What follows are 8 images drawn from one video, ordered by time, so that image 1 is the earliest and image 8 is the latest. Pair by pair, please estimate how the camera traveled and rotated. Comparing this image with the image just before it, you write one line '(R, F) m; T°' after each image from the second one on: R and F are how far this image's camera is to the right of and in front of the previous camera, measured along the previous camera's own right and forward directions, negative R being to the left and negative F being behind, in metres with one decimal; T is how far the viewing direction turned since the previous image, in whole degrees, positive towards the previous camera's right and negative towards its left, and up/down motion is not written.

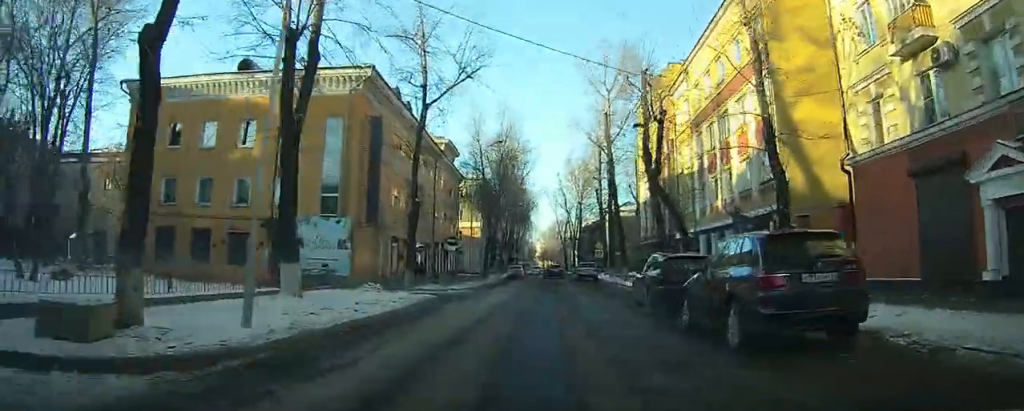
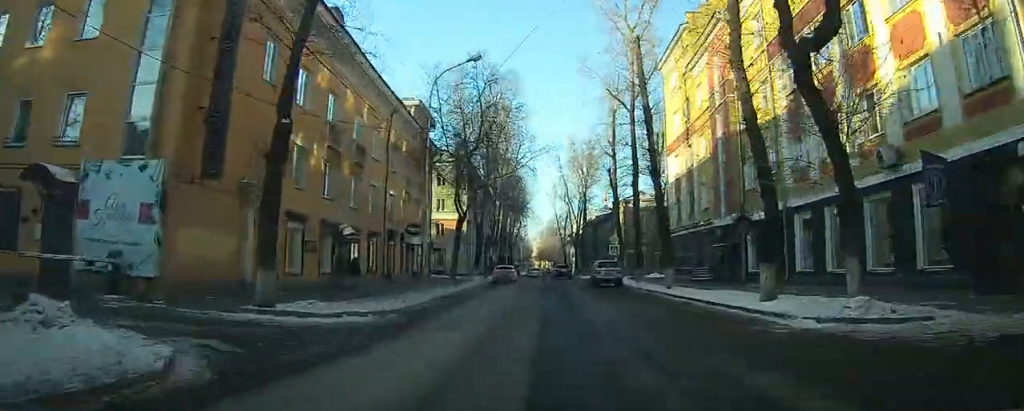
(+0.4, +14.1) m; -5°
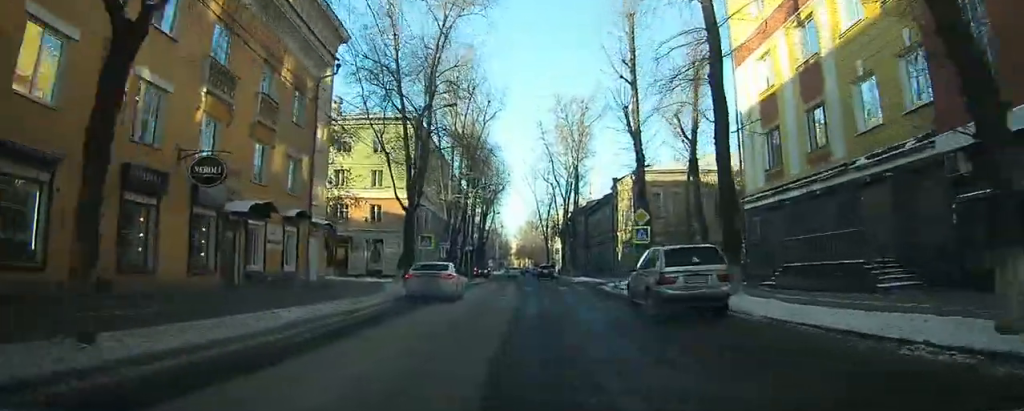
(+1.2, +17.4) m; +14°
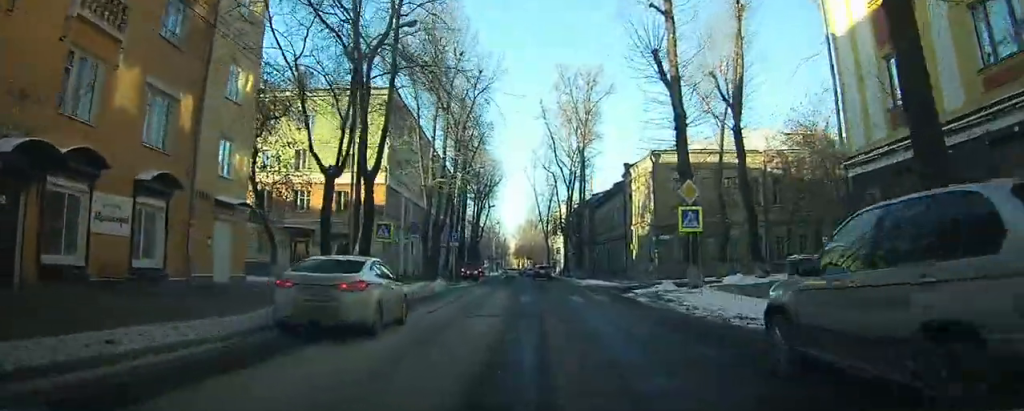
(+0.5, +11.0) m; 0°
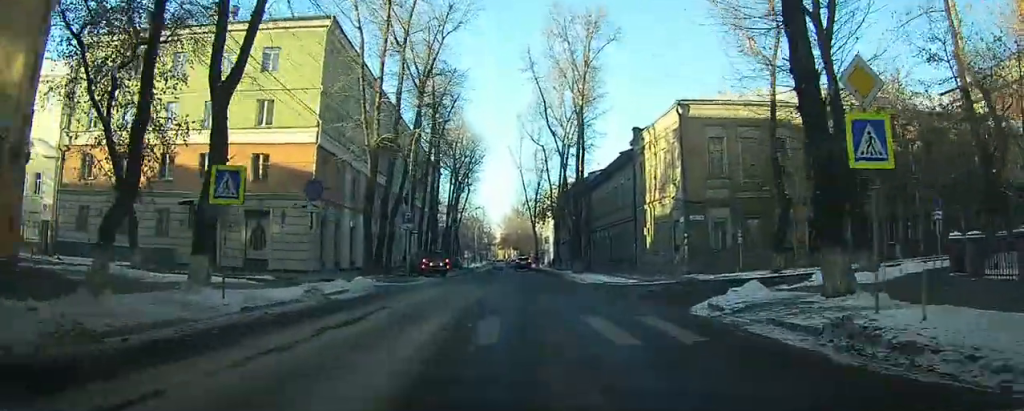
(-1.2, +16.8) m; -5°
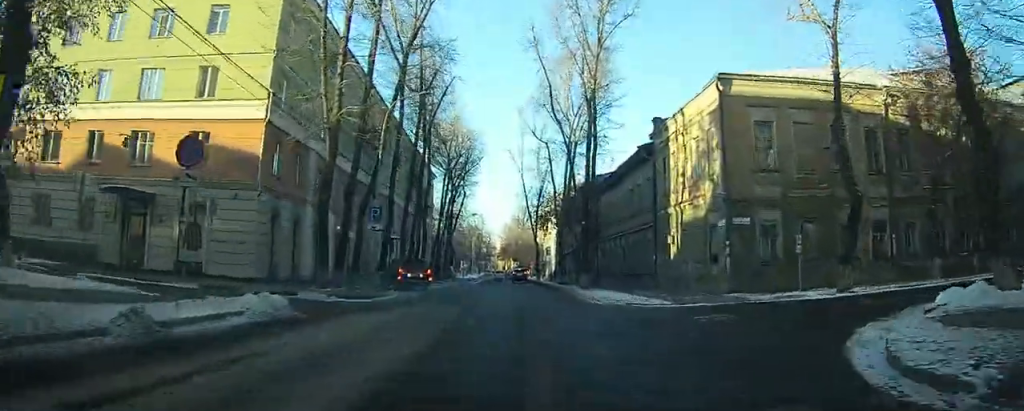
(-0.1, +9.9) m; -1°
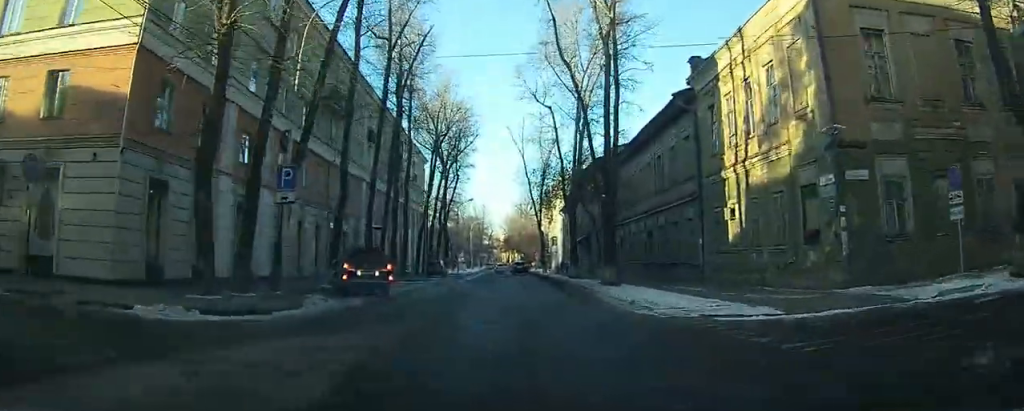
(-0.2, +12.5) m; -1°
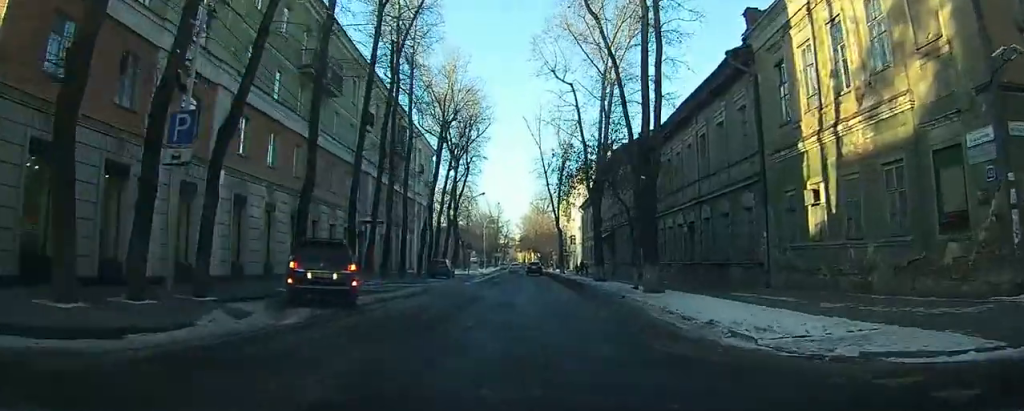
(0.0, +7.1) m; 0°
